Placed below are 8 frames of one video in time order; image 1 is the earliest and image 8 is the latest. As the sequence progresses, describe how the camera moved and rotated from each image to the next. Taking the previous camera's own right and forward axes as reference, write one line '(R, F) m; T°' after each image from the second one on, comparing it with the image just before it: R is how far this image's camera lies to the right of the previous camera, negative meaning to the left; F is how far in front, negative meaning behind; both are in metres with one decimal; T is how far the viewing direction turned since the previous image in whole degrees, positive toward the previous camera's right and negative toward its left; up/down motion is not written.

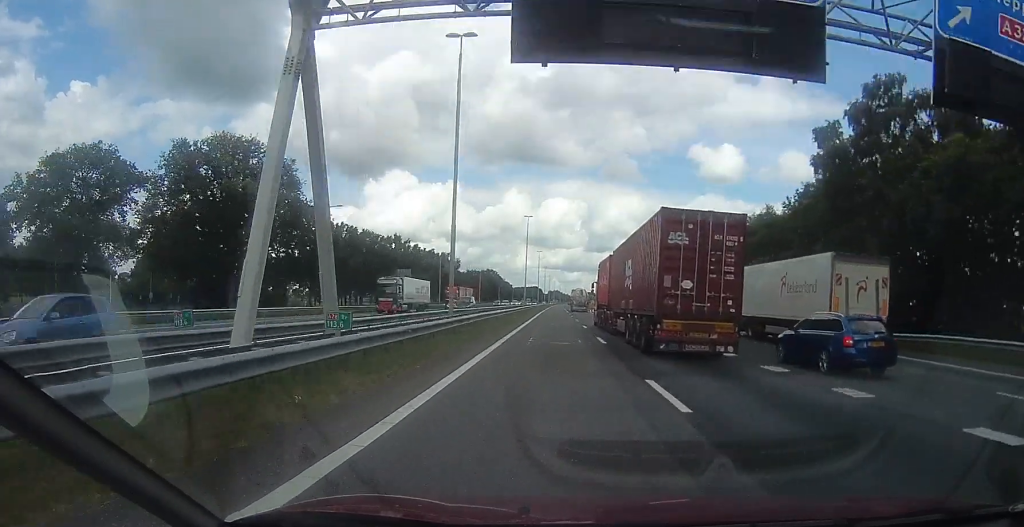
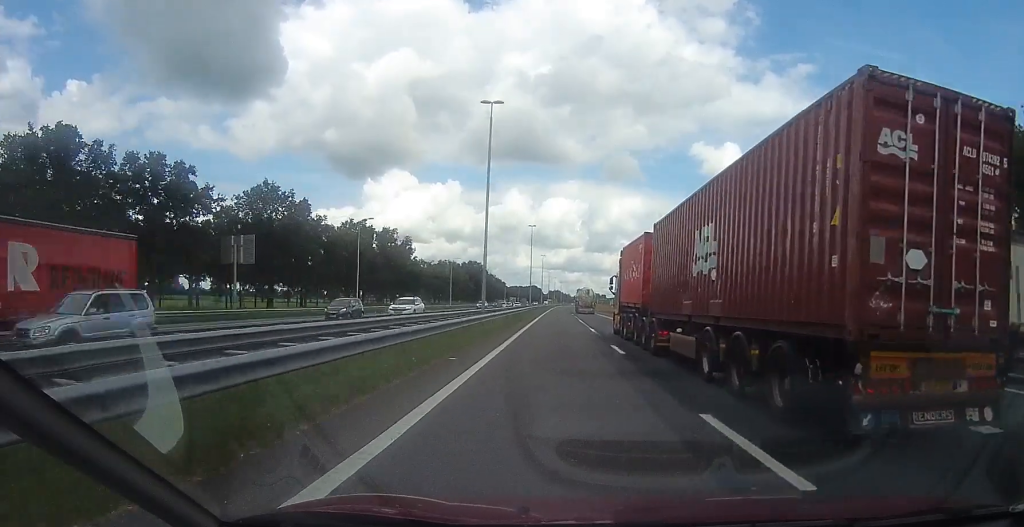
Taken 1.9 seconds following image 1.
(-0.8, +52.5) m; 0°
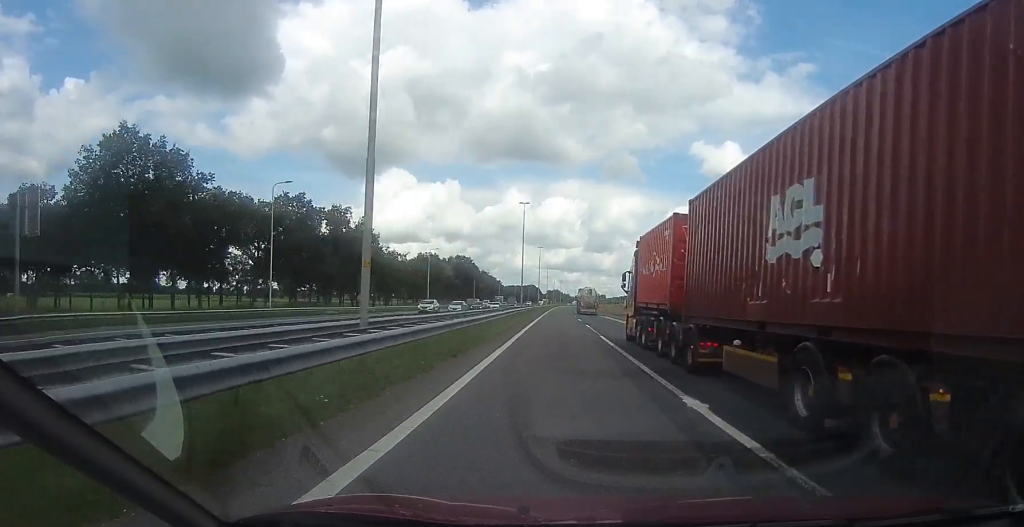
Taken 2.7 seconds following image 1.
(+0.5, +23.2) m; +1°
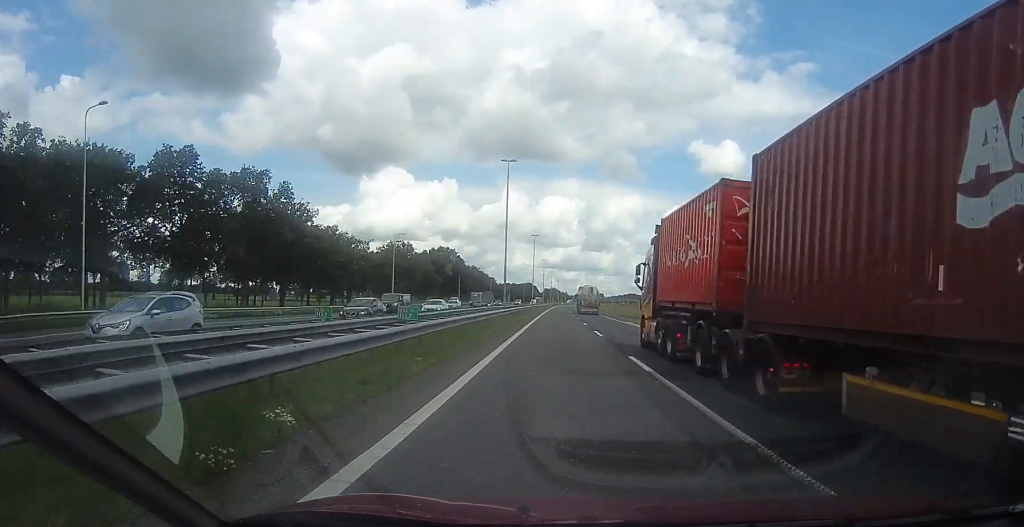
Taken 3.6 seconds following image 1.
(0.0, +23.3) m; 0°
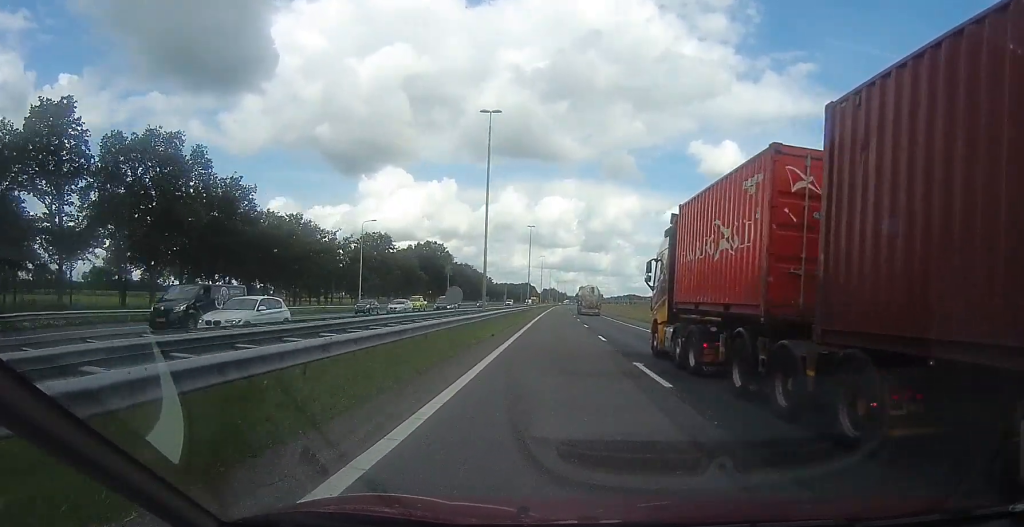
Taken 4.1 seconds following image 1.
(0.0, +14.9) m; -1°
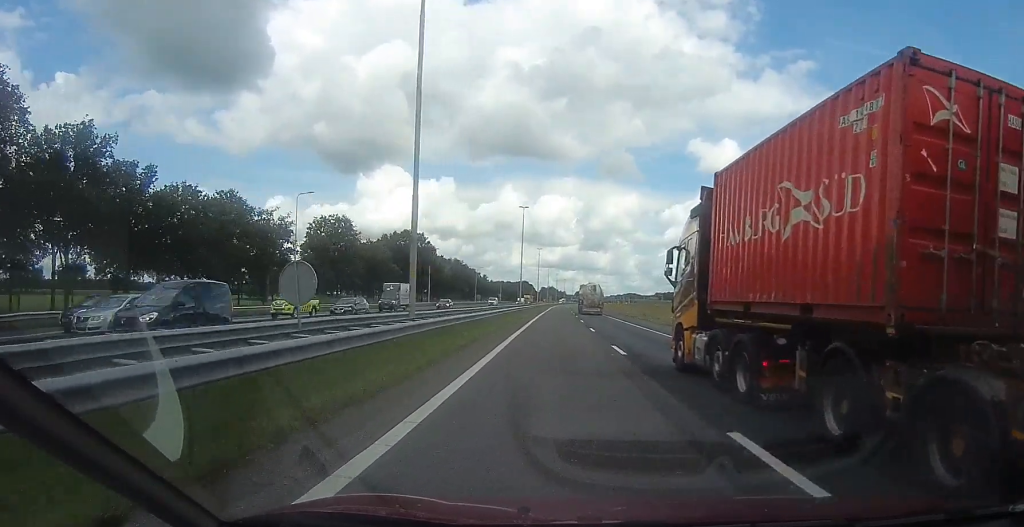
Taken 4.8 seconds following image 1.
(-0.1, +19.5) m; -1°
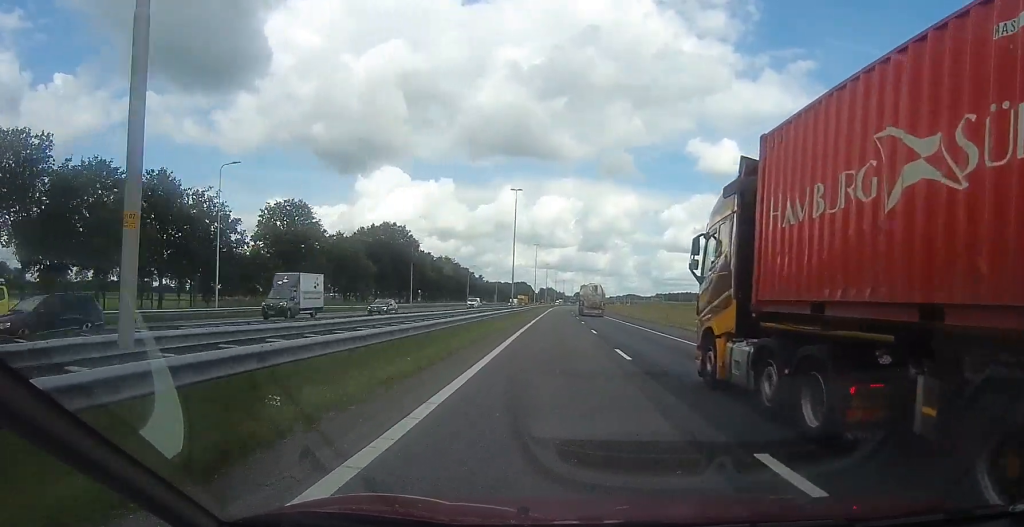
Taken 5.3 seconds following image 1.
(-0.5, +14.0) m; 0°
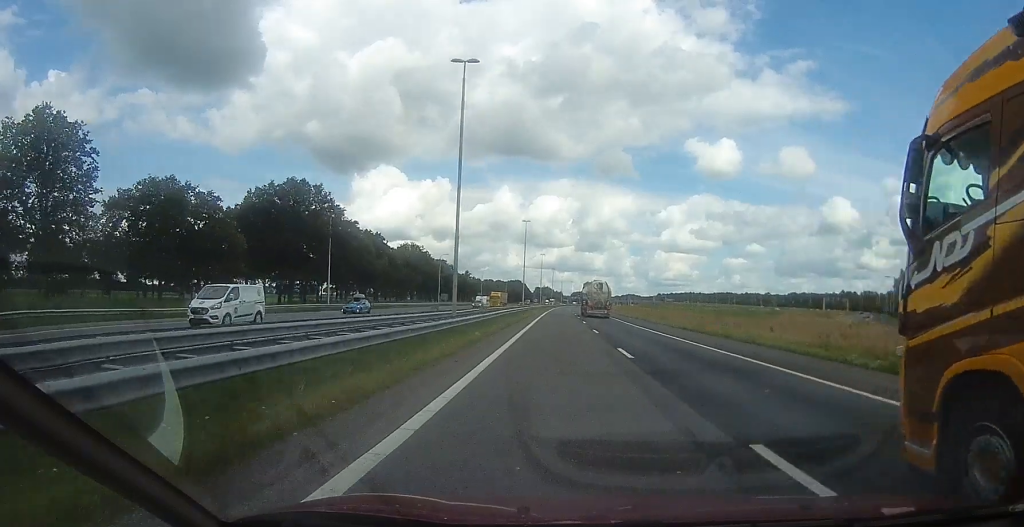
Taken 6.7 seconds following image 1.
(+0.8, +38.0) m; +2°
